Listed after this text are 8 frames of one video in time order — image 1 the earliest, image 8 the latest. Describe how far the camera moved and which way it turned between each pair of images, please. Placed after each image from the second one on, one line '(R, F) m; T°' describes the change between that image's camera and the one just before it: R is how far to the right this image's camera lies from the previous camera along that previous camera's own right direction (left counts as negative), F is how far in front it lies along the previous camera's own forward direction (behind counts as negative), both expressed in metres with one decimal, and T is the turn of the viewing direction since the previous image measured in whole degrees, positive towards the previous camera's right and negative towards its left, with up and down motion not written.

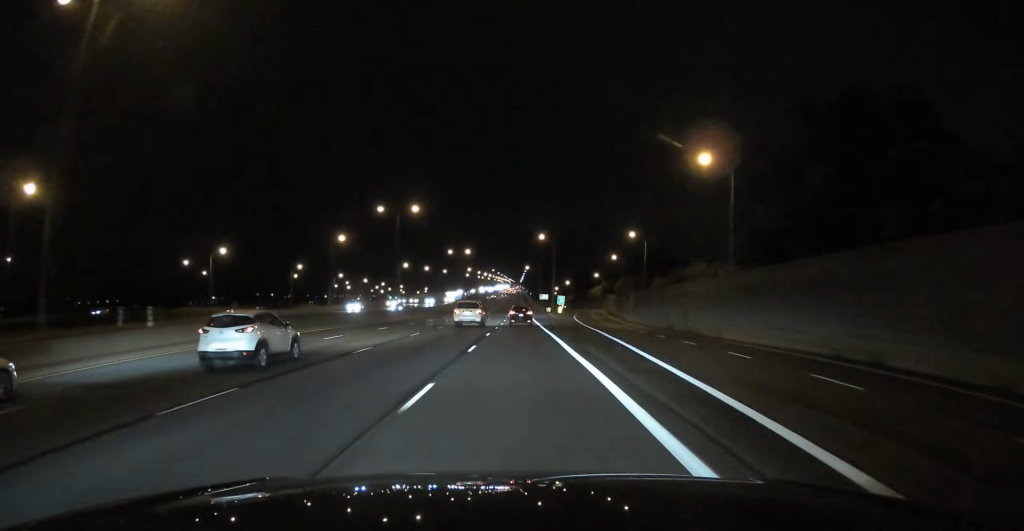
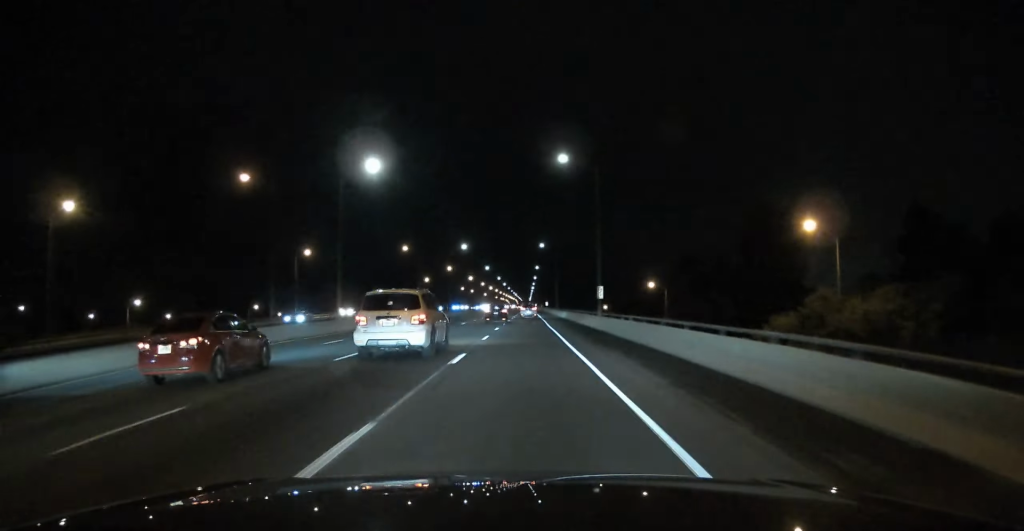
(-2.6, +244.0) m; -1°
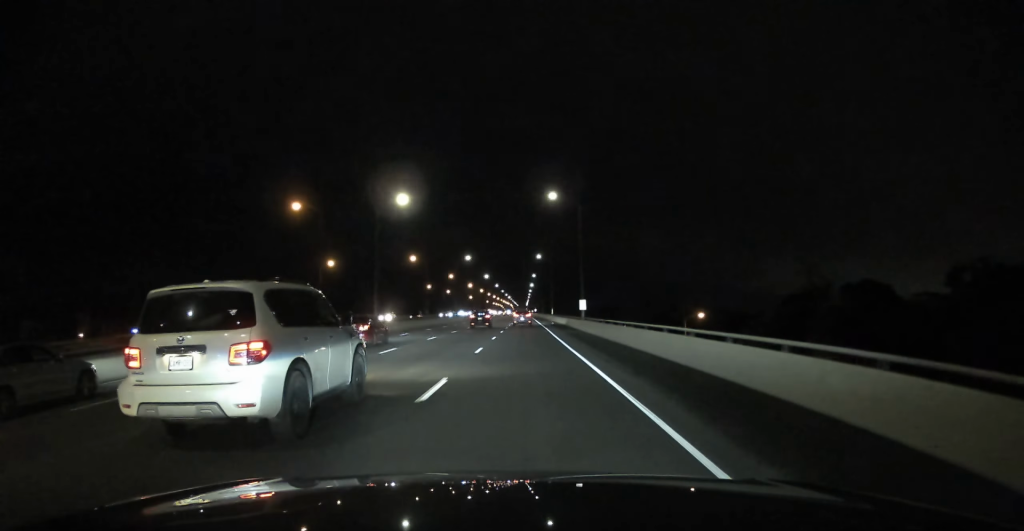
(0.0, +130.0) m; 0°
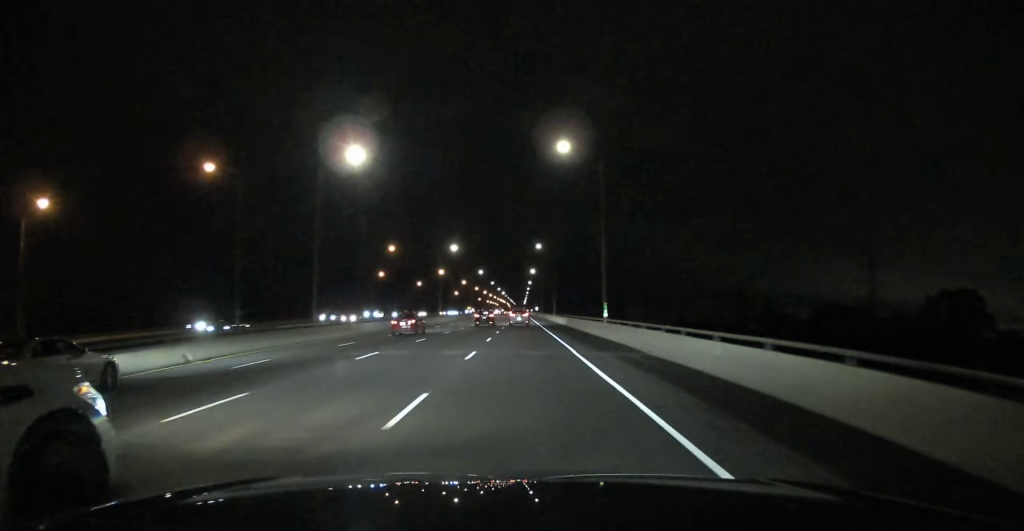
(-0.1, +91.5) m; 0°
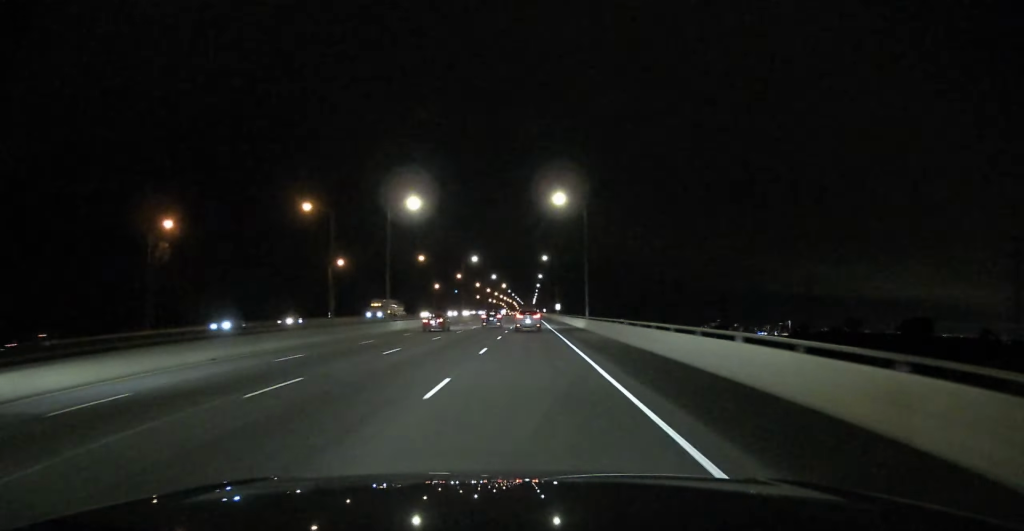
(-0.3, +115.9) m; 0°
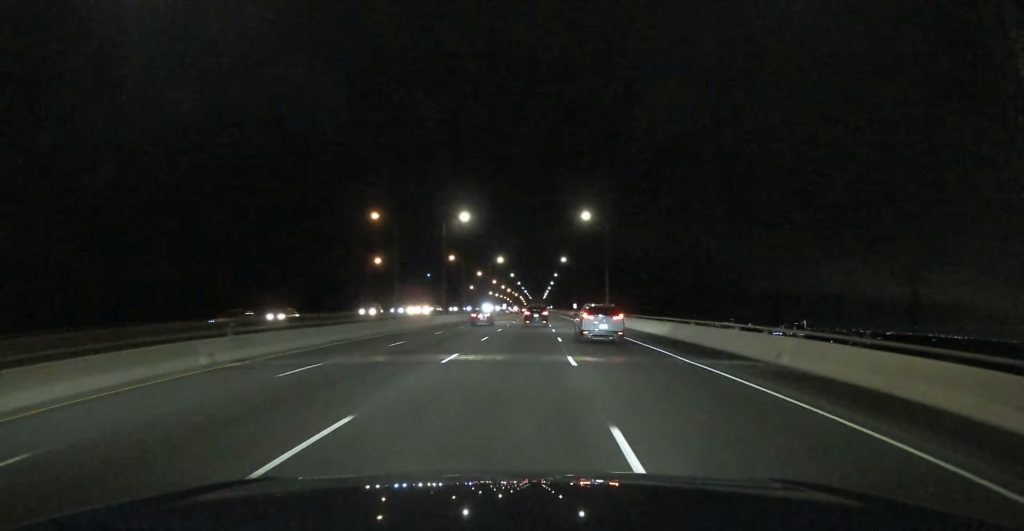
(-0.5, +119.3) m; 0°
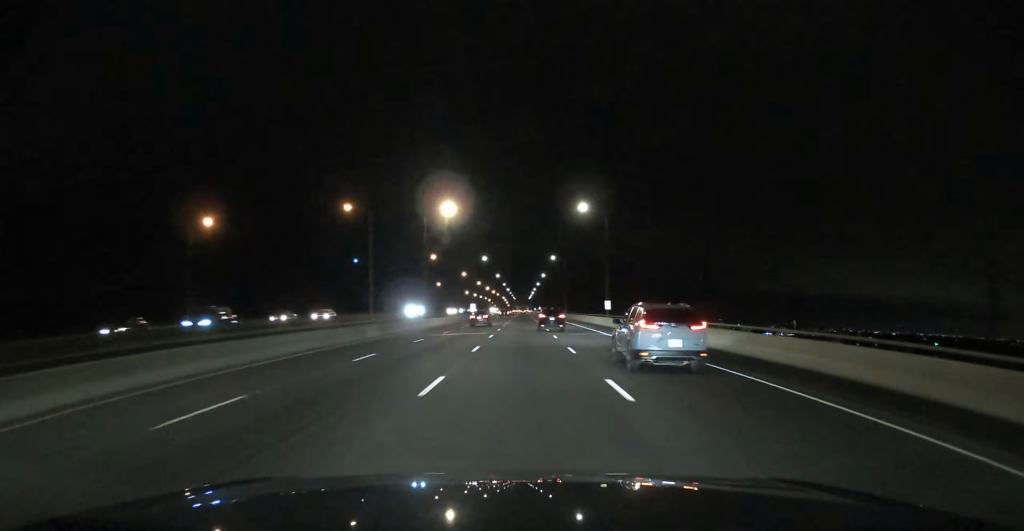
(-0.4, +75.8) m; 0°
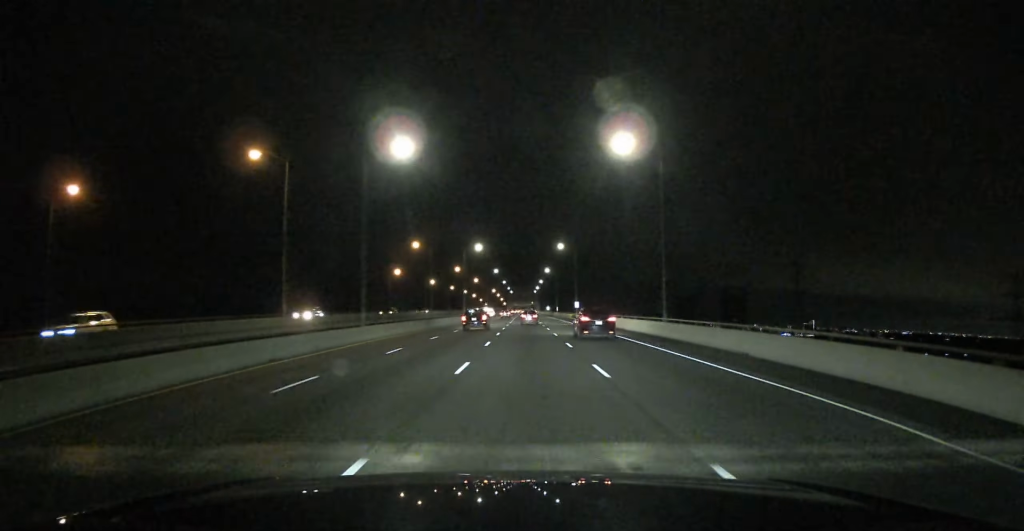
(+1.8, +226.8) m; 0°
